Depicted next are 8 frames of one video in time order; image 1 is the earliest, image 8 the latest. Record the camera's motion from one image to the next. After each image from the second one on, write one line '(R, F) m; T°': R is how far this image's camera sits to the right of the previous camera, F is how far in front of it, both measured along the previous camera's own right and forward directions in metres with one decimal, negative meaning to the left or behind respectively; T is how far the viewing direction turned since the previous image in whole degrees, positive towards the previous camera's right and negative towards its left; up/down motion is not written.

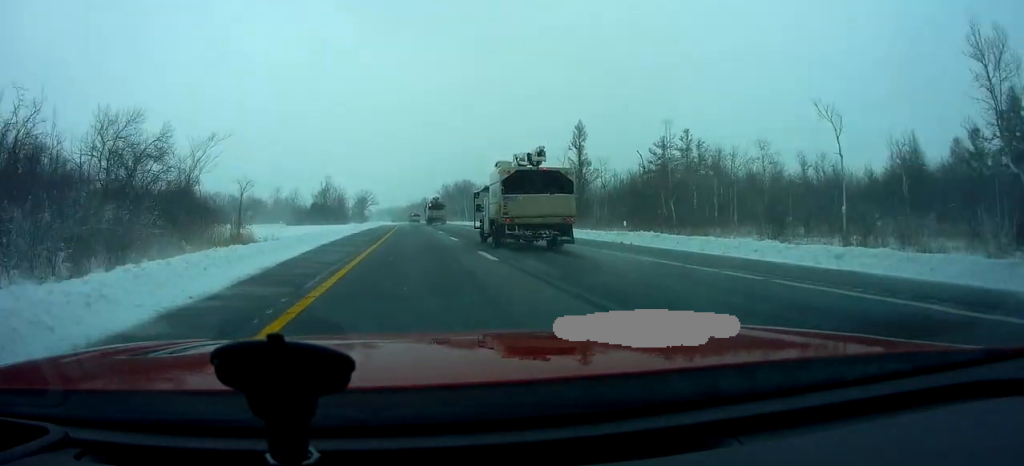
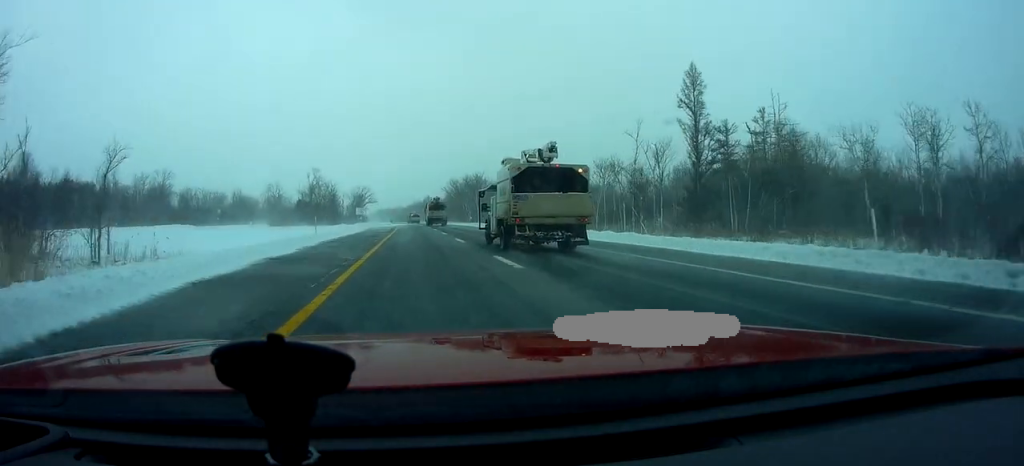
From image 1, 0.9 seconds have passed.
(-0.3, +27.2) m; -1°
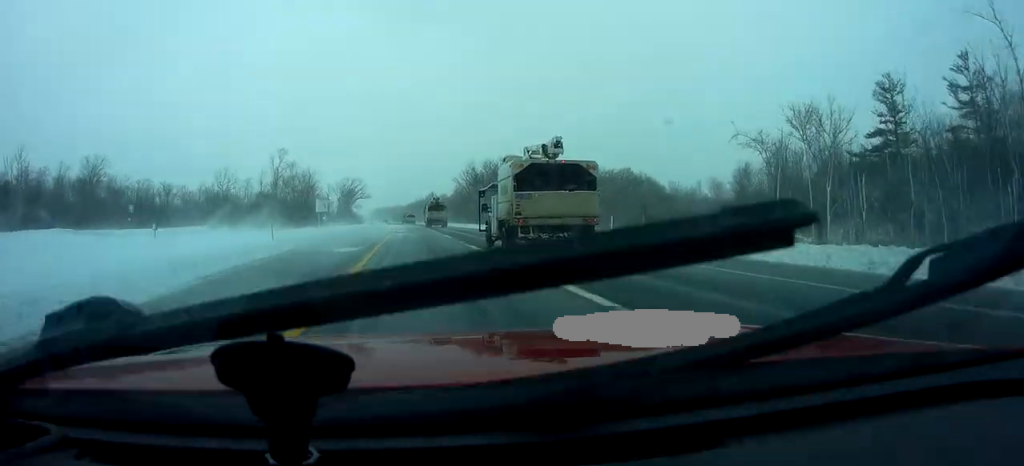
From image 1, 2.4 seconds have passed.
(0.0, +43.0) m; 0°
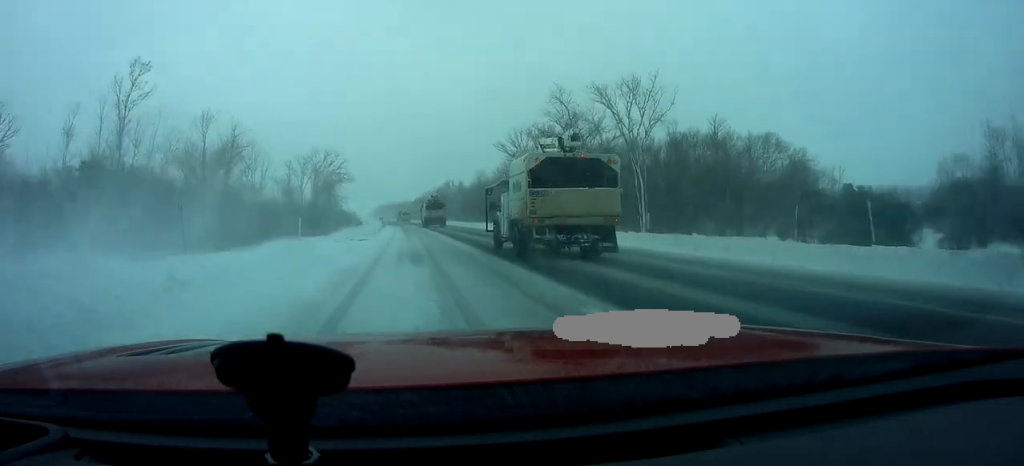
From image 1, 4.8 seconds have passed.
(+0.2, +66.3) m; -1°
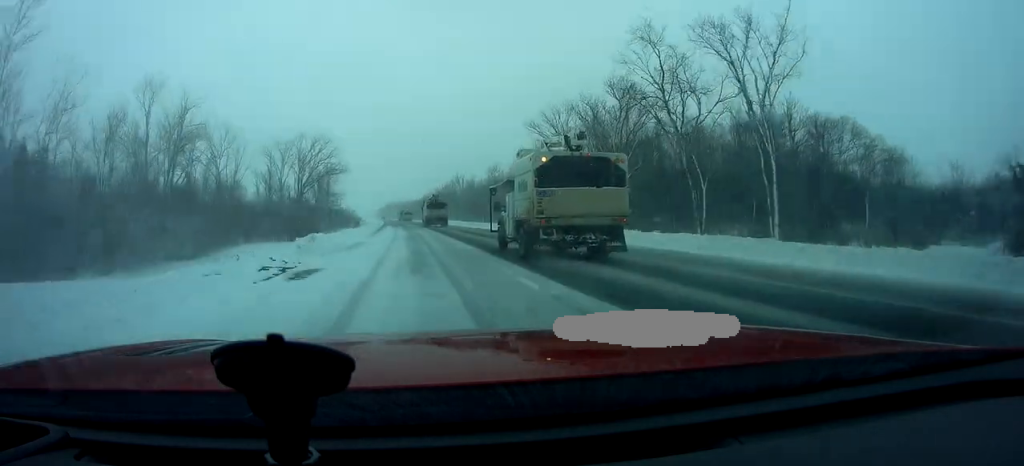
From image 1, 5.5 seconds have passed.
(-0.6, +19.1) m; 0°
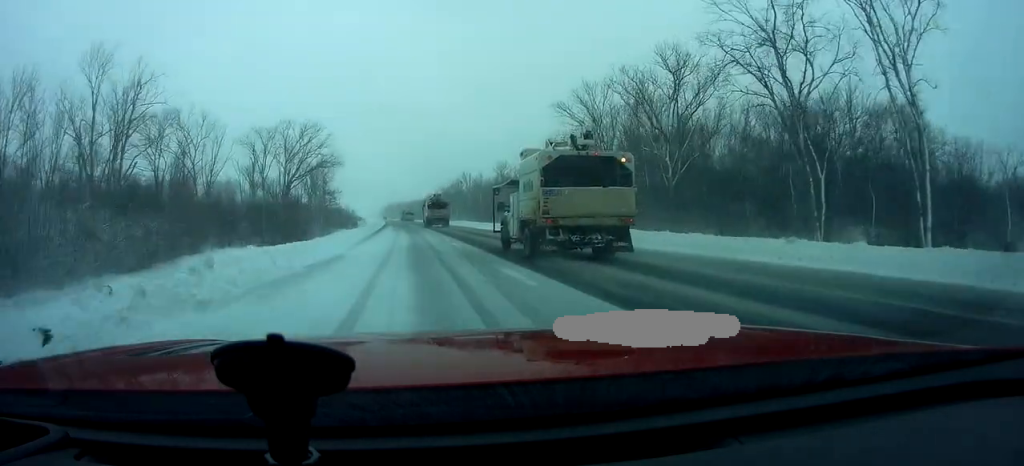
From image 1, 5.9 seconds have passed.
(+0.4, +11.6) m; 0°
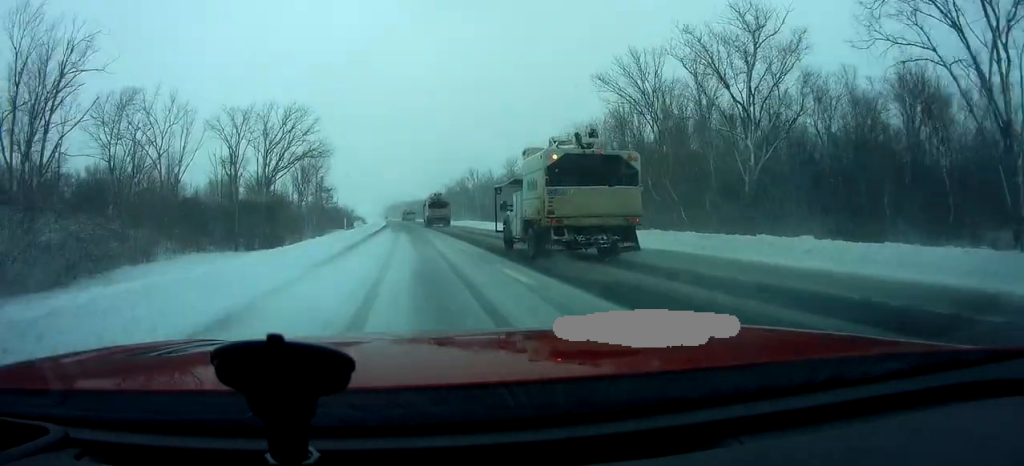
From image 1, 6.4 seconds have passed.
(+0.4, +11.6) m; 0°
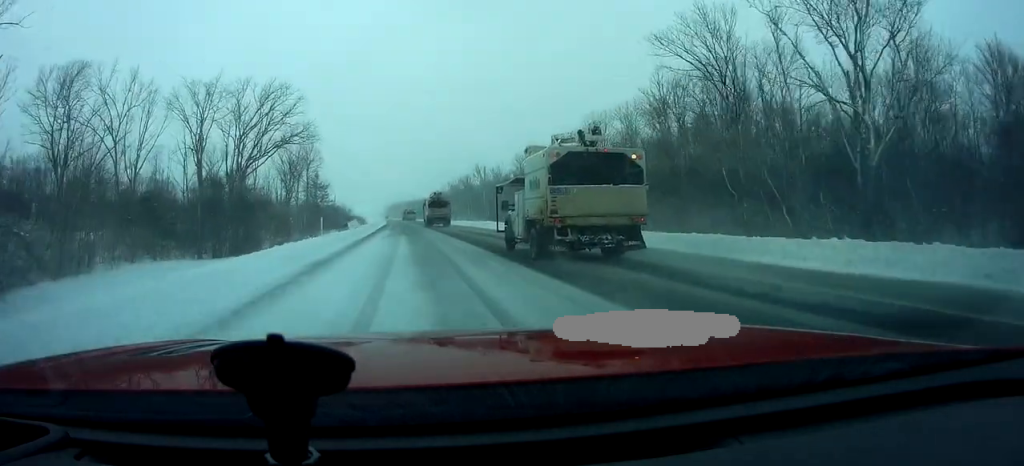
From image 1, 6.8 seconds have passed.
(0.0, +10.8) m; 0°
